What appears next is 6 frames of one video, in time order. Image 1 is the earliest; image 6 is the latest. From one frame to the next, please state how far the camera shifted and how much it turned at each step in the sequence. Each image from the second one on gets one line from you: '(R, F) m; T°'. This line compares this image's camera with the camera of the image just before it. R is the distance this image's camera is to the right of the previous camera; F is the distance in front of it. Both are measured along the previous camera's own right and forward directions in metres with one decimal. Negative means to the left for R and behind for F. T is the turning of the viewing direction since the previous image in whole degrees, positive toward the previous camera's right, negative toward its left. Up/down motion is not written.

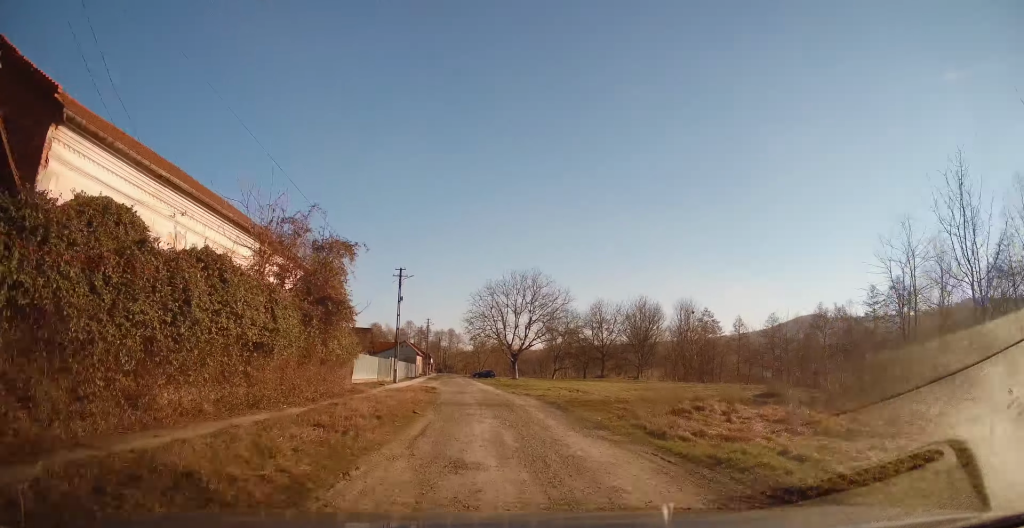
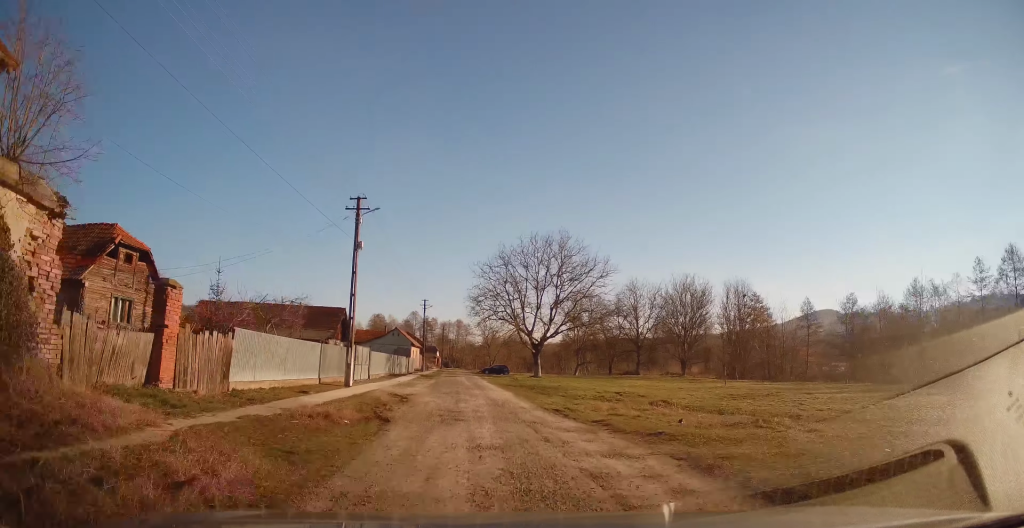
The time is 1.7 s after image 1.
(0.0, +15.6) m; -1°
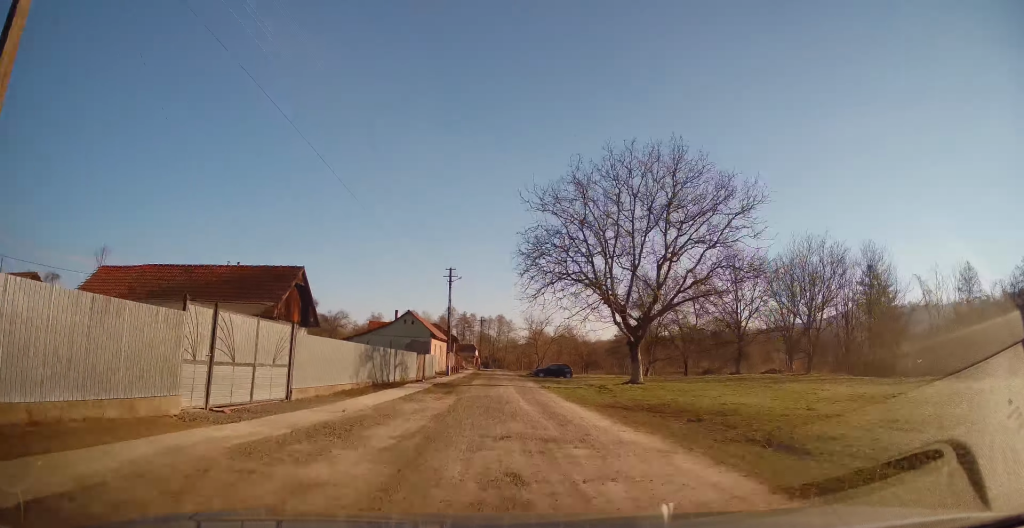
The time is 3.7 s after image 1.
(-0.6, +19.9) m; -2°
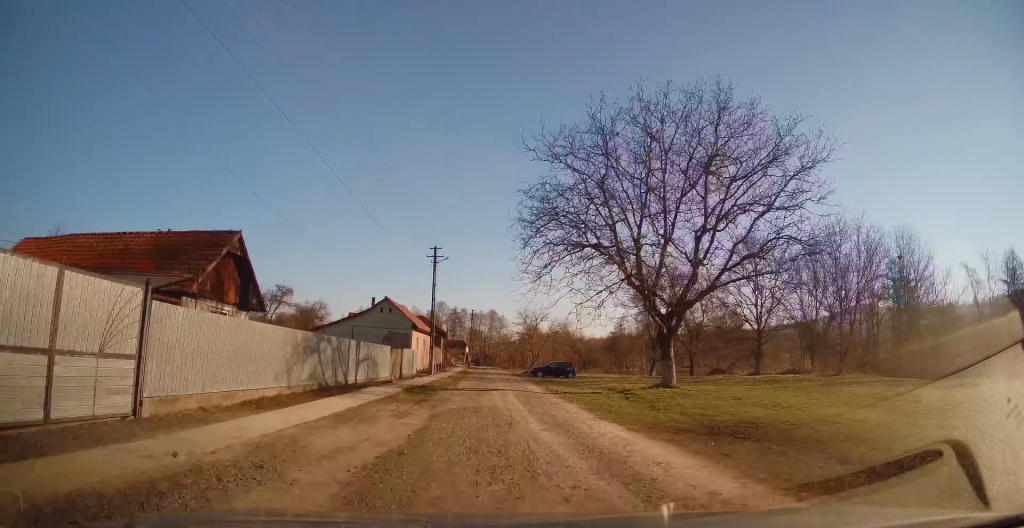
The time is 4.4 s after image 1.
(+0.2, +6.4) m; 0°
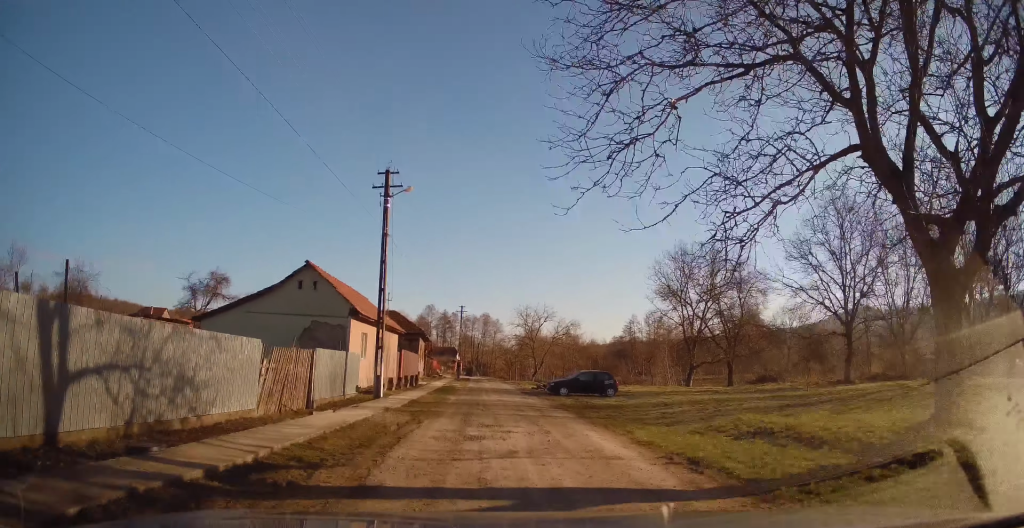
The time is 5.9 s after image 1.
(-0.1, +15.6) m; 0°
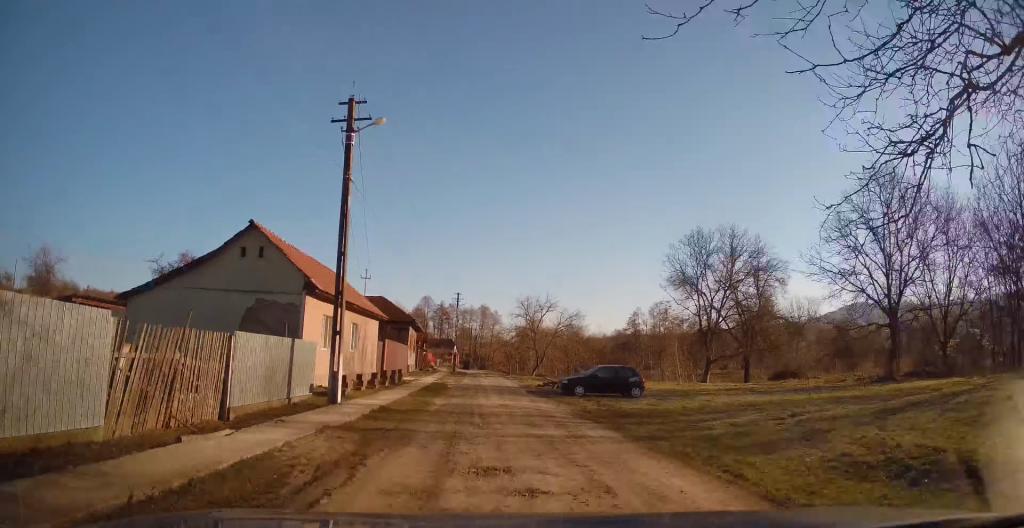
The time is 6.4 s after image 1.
(+0.1, +5.3) m; 0°
